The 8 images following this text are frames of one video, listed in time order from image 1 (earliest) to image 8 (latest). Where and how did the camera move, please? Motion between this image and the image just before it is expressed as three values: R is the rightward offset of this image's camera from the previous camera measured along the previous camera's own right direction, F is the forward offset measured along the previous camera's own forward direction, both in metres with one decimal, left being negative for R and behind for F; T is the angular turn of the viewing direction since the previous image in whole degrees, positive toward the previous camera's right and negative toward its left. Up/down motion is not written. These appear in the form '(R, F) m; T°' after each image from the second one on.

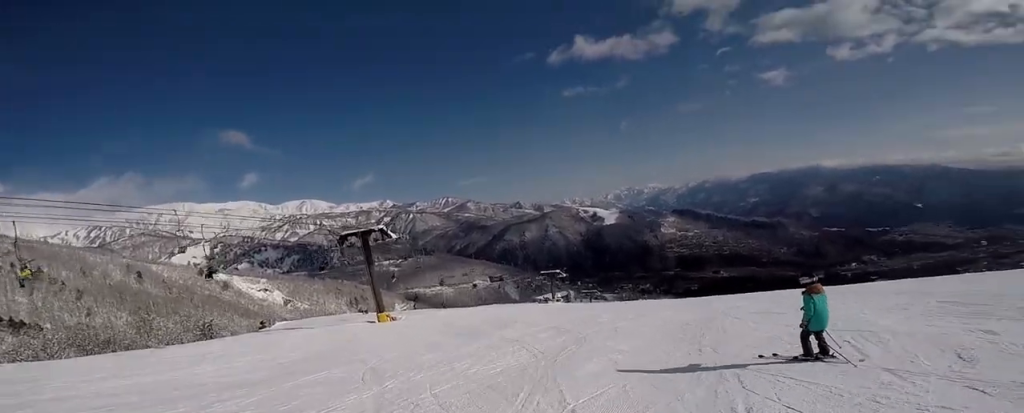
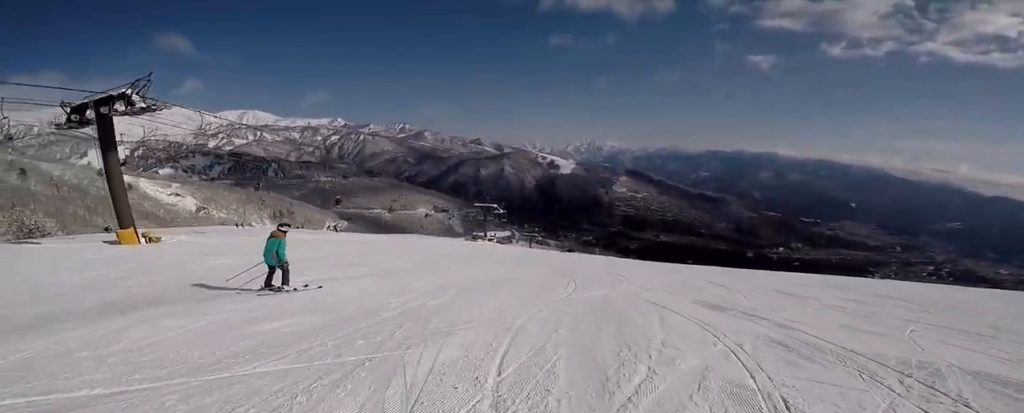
(+4.2, +19.2) m; +7°
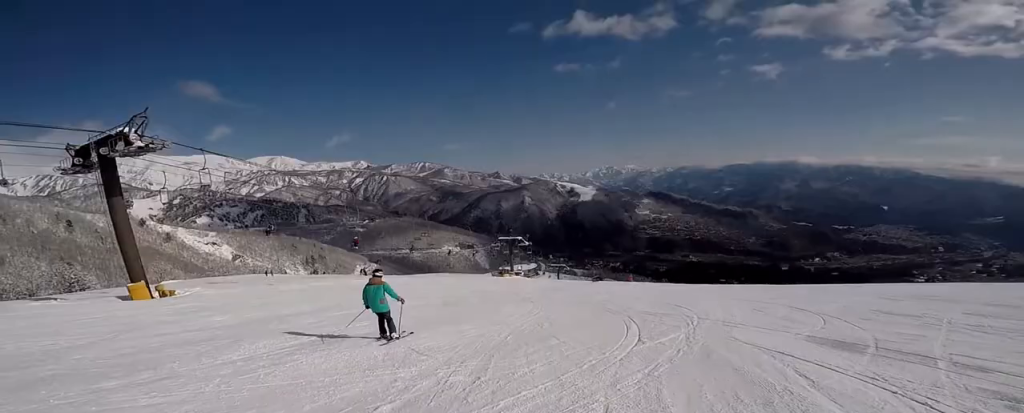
(-0.1, +2.7) m; -6°
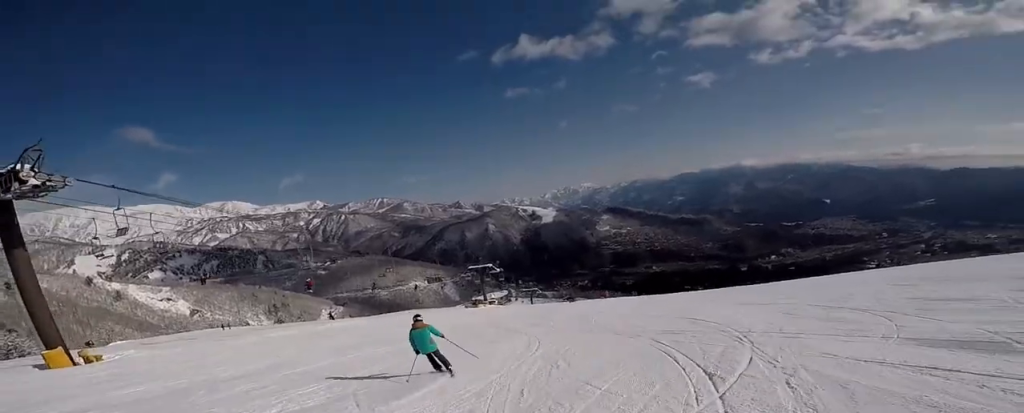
(-0.8, +2.8) m; -4°
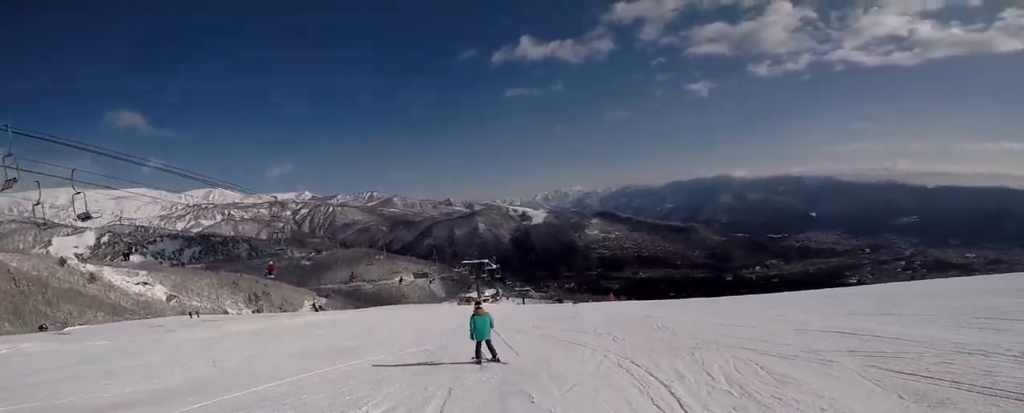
(-0.2, +5.3) m; +1°
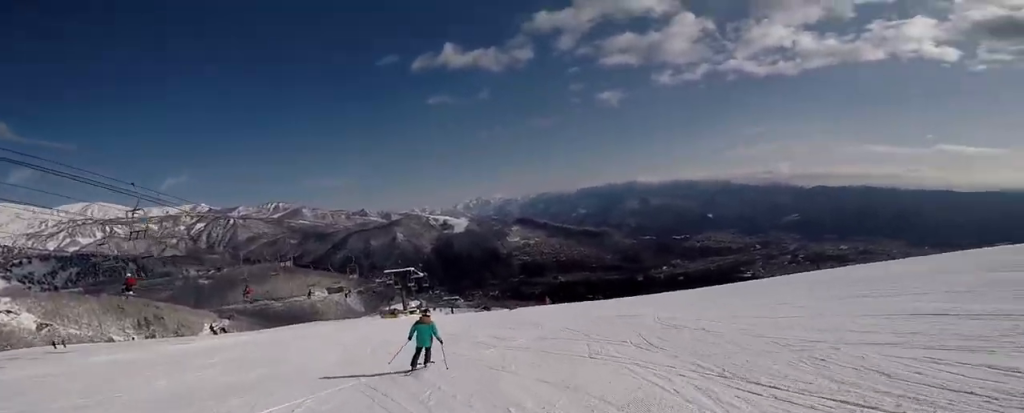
(+0.3, +3.8) m; +6°
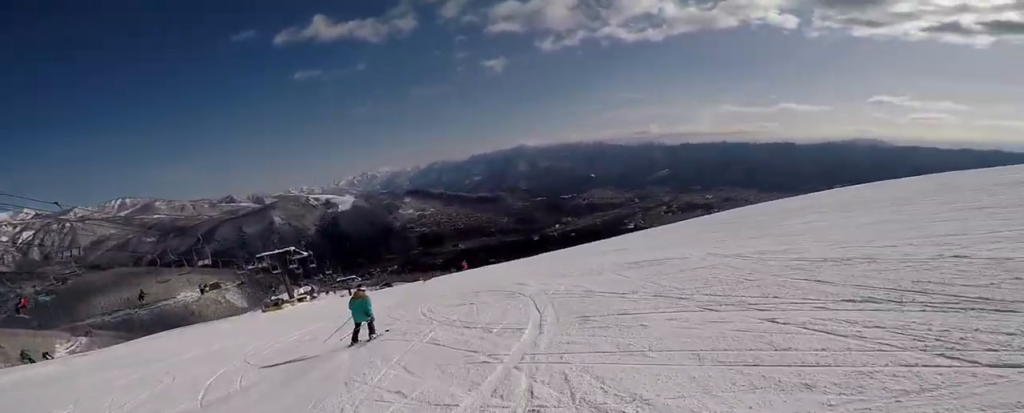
(+0.1, +6.3) m; +21°
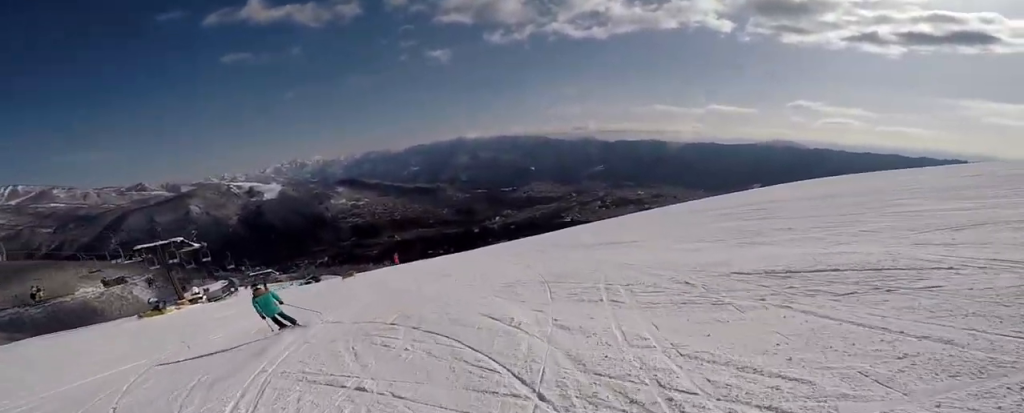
(+2.3, +6.4) m; +18°
